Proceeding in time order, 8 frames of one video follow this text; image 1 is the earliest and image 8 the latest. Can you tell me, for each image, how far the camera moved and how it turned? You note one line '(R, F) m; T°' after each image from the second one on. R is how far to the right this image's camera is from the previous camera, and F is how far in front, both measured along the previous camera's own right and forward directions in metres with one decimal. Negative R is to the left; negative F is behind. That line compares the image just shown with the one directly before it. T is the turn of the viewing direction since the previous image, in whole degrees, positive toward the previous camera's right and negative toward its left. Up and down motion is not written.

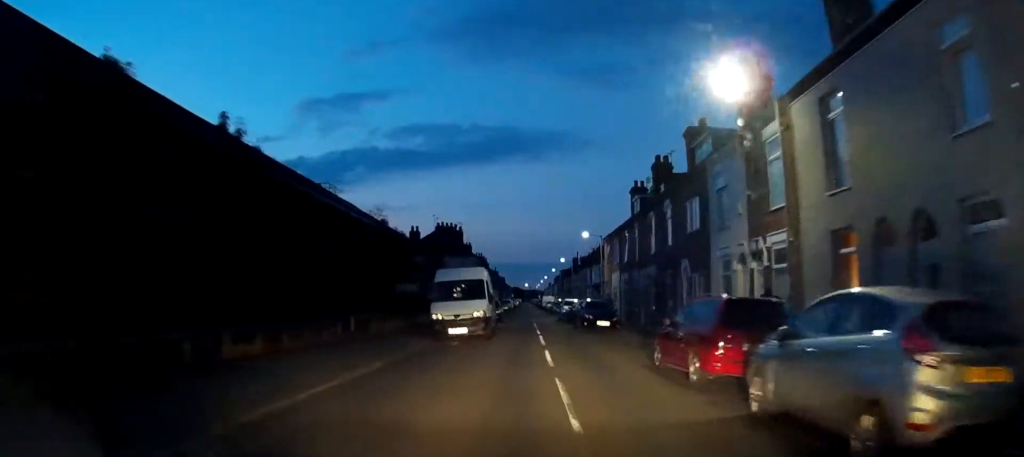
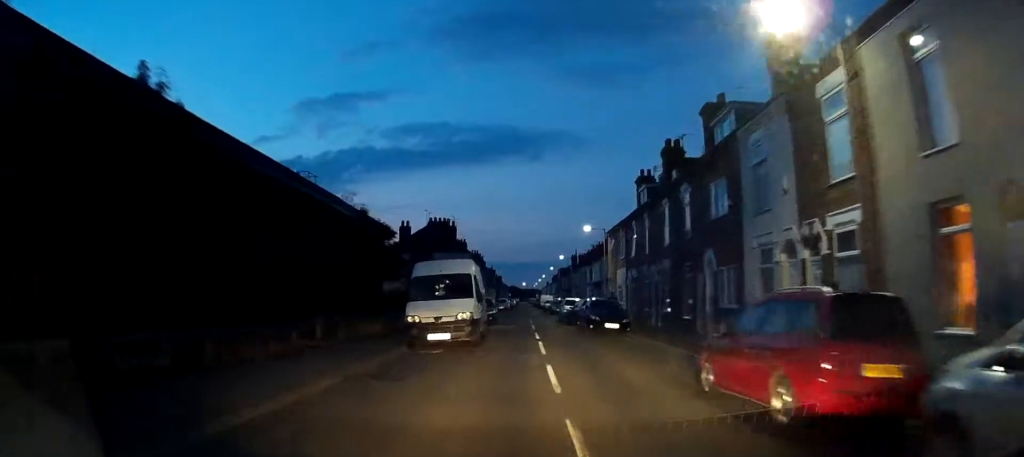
(+0.1, +3.4) m; 0°
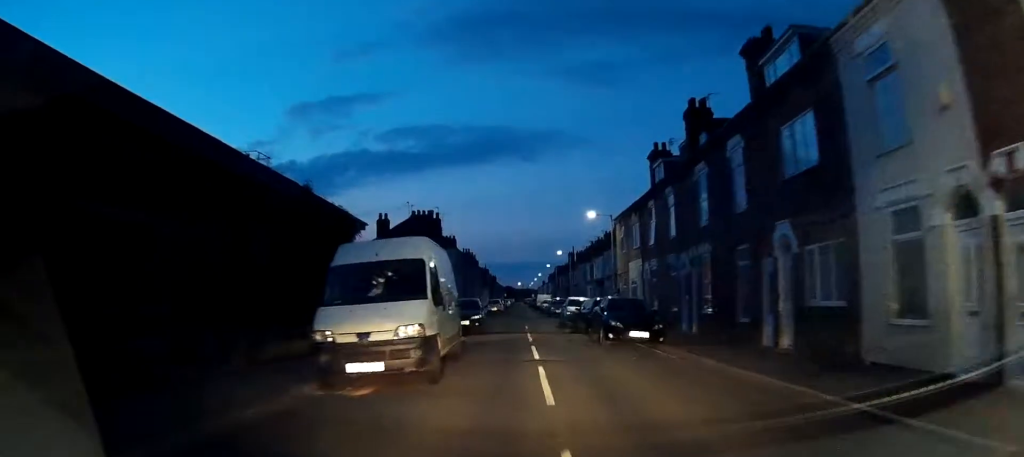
(-0.1, +6.6) m; 0°
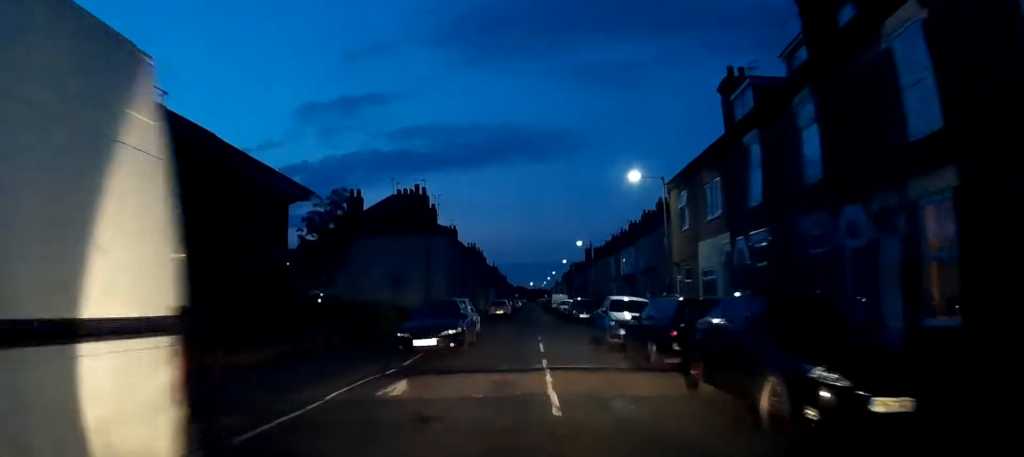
(0.0, +12.0) m; 0°
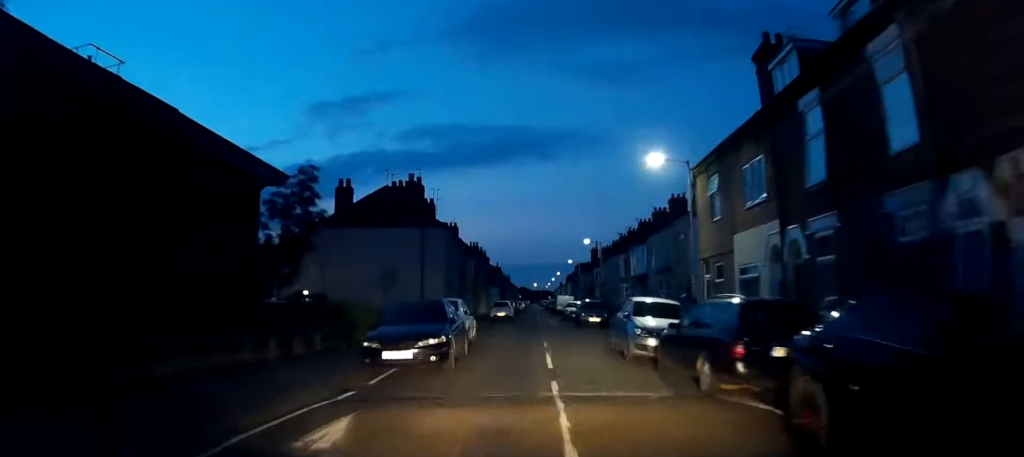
(0.0, +3.7) m; 0°
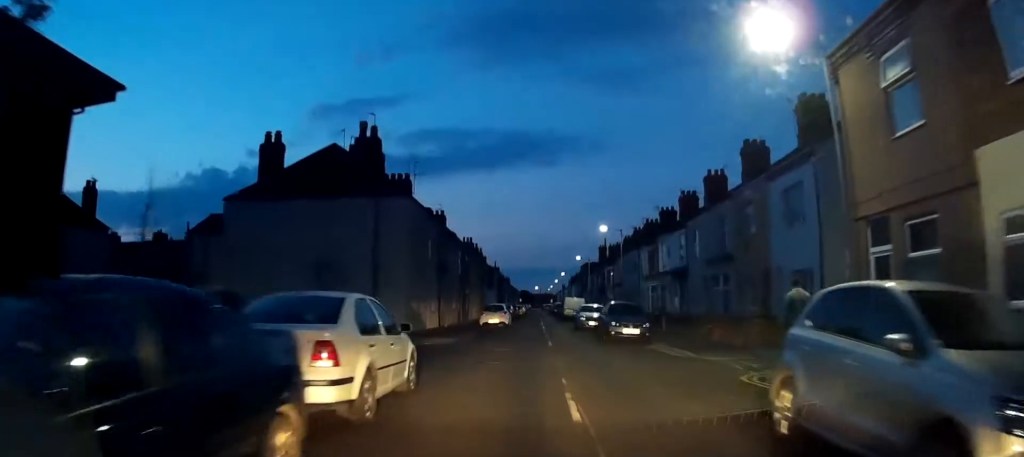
(0.0, +12.5) m; 0°
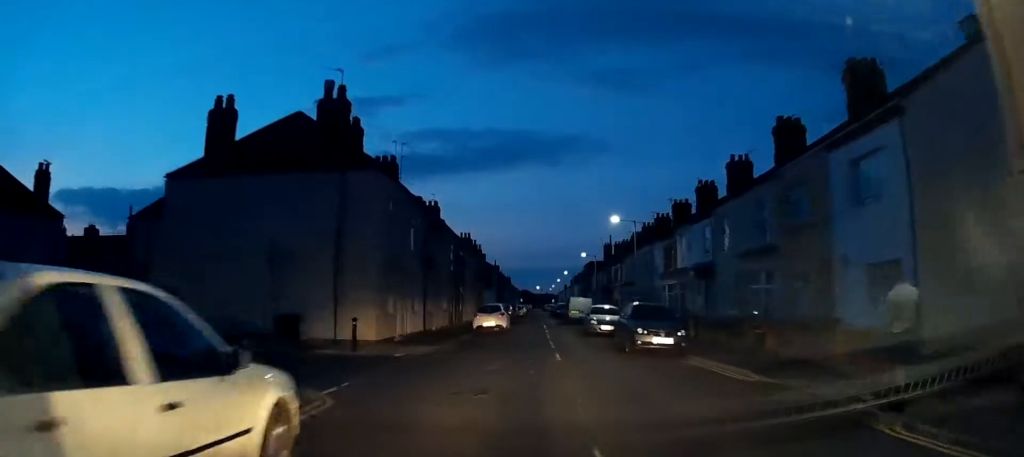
(0.0, +4.9) m; 0°
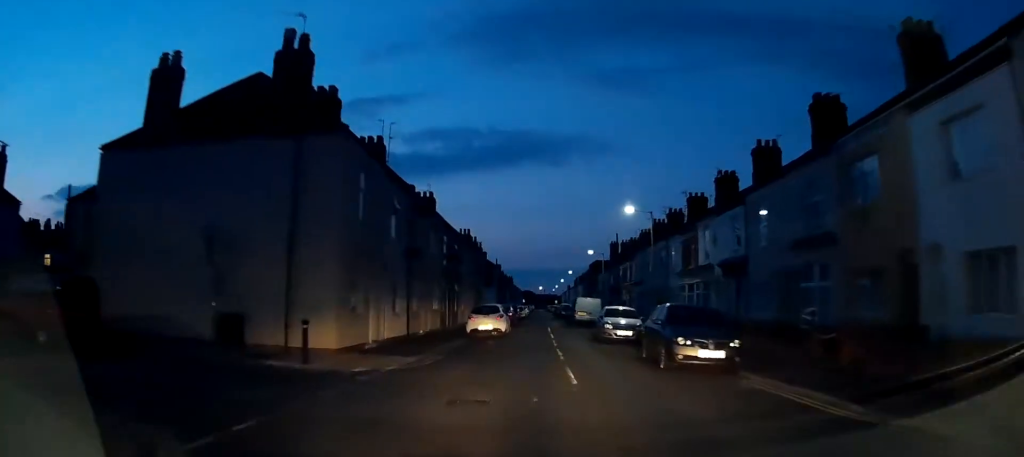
(0.0, +3.9) m; -1°
